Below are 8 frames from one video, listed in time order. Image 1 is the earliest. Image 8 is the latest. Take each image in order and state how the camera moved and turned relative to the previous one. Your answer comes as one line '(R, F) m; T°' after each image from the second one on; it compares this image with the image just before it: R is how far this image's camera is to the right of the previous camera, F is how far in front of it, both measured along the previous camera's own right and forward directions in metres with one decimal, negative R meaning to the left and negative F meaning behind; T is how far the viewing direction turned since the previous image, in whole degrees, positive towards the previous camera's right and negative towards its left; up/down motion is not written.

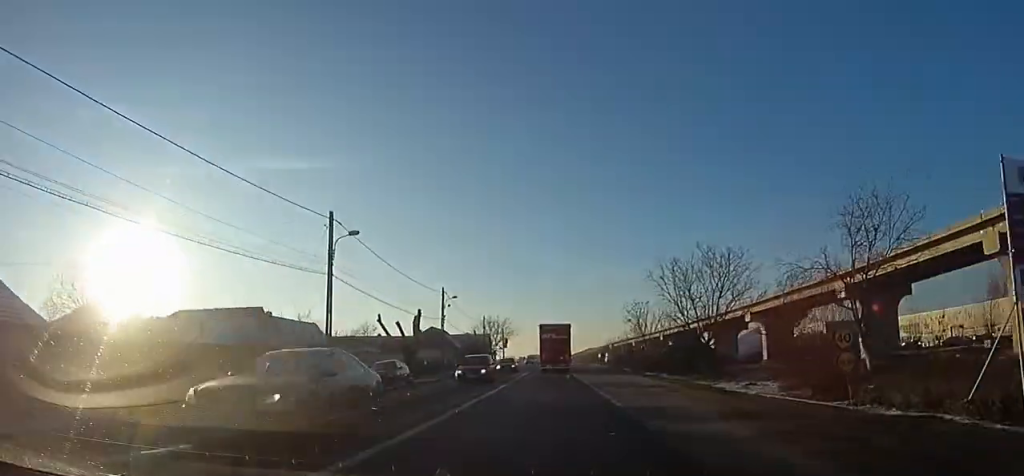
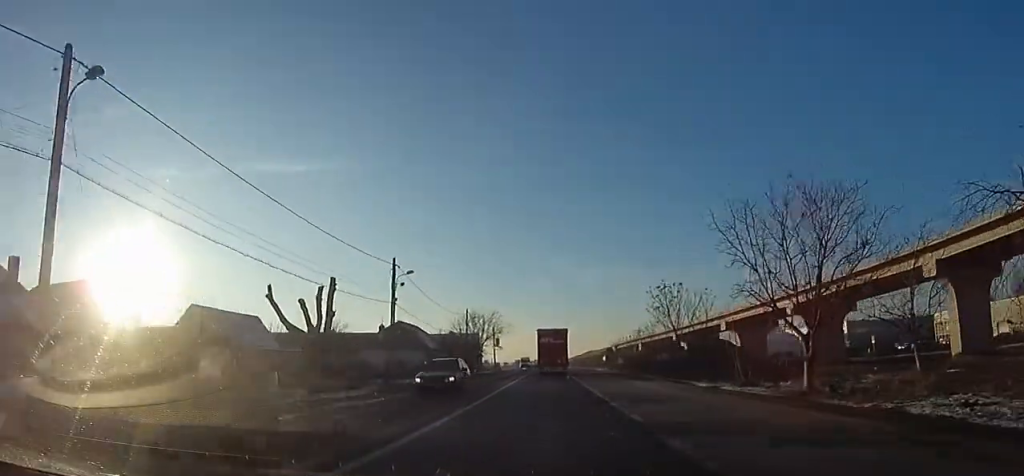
(-0.6, +15.0) m; -2°
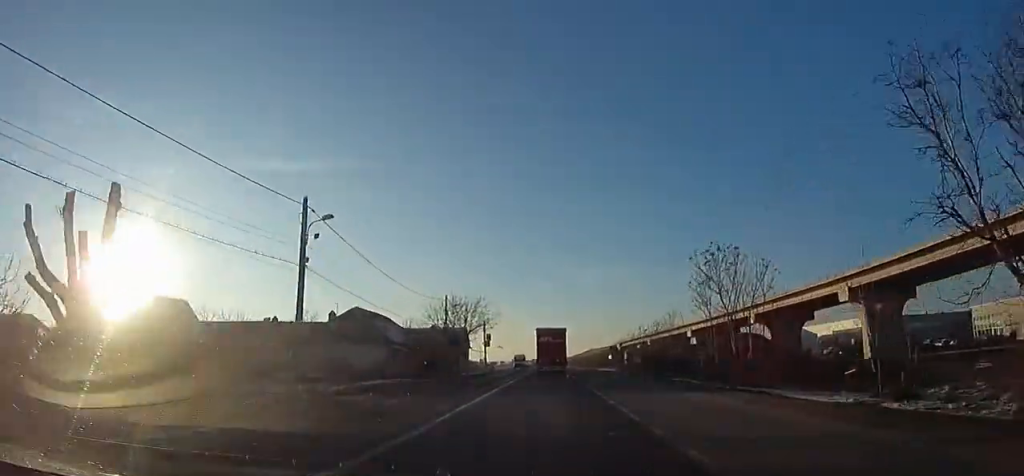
(0.0, +12.5) m; 0°
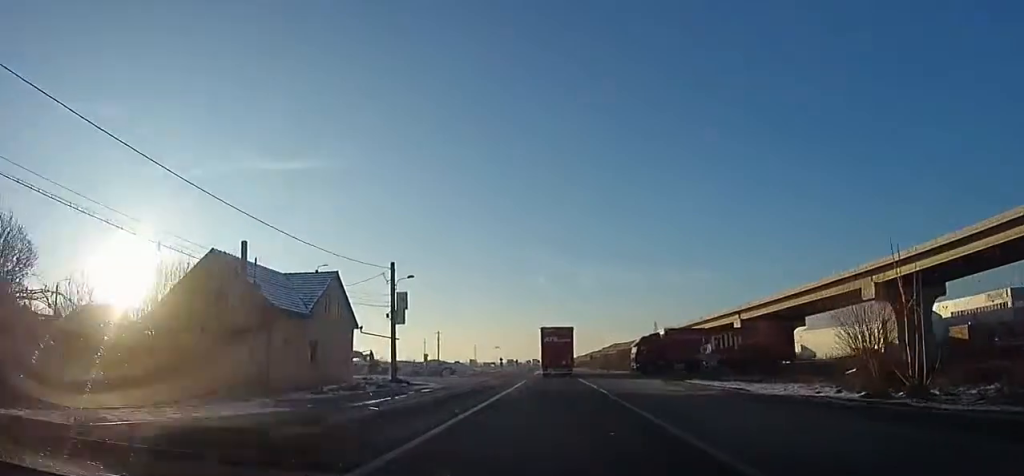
(+1.6, +52.1) m; +3°
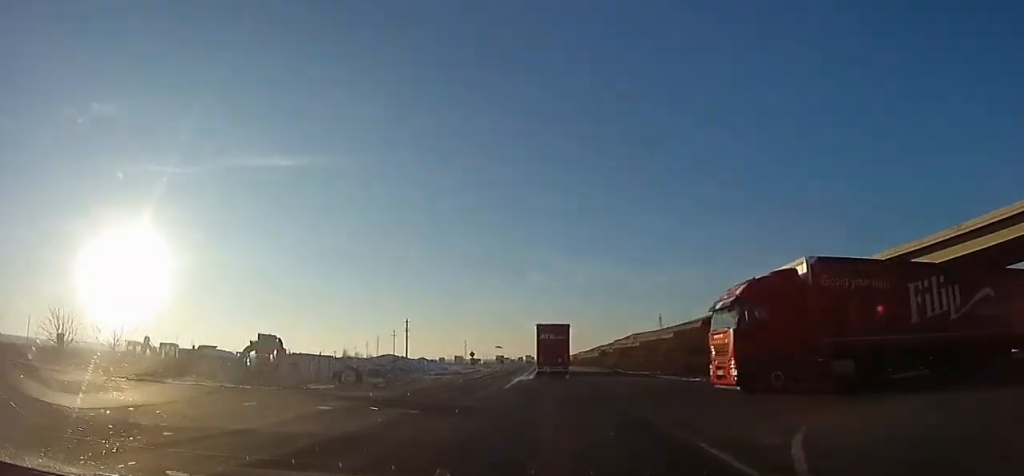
(-0.3, +32.3) m; -2°
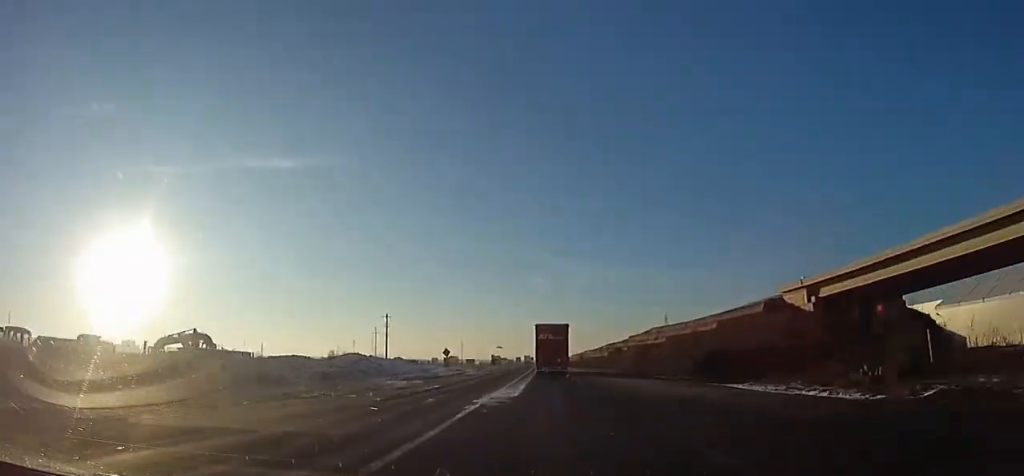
(-0.3, +16.8) m; 0°
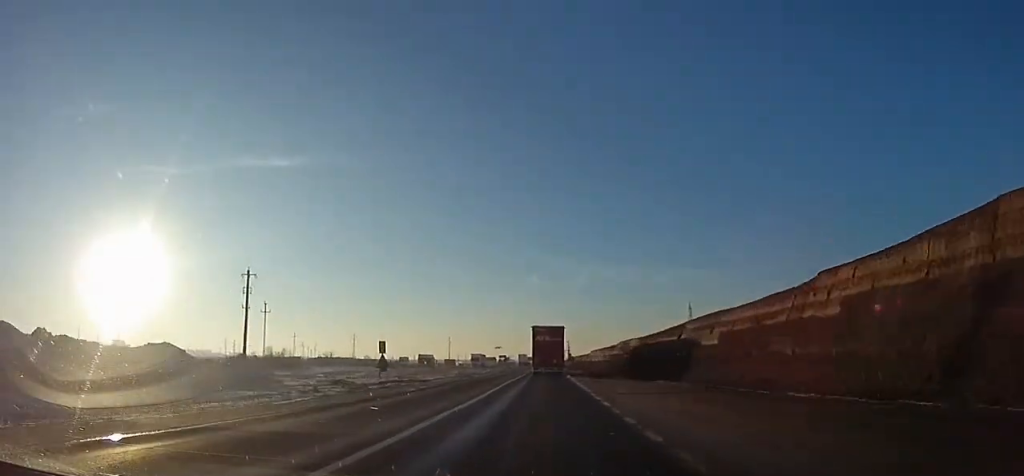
(+2.5, +55.2) m; +2°
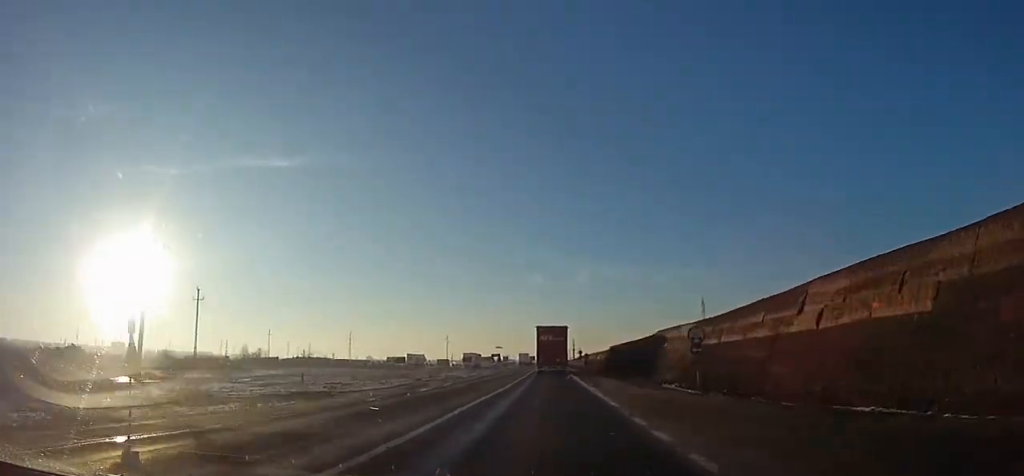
(-0.9, +18.5) m; 0°
